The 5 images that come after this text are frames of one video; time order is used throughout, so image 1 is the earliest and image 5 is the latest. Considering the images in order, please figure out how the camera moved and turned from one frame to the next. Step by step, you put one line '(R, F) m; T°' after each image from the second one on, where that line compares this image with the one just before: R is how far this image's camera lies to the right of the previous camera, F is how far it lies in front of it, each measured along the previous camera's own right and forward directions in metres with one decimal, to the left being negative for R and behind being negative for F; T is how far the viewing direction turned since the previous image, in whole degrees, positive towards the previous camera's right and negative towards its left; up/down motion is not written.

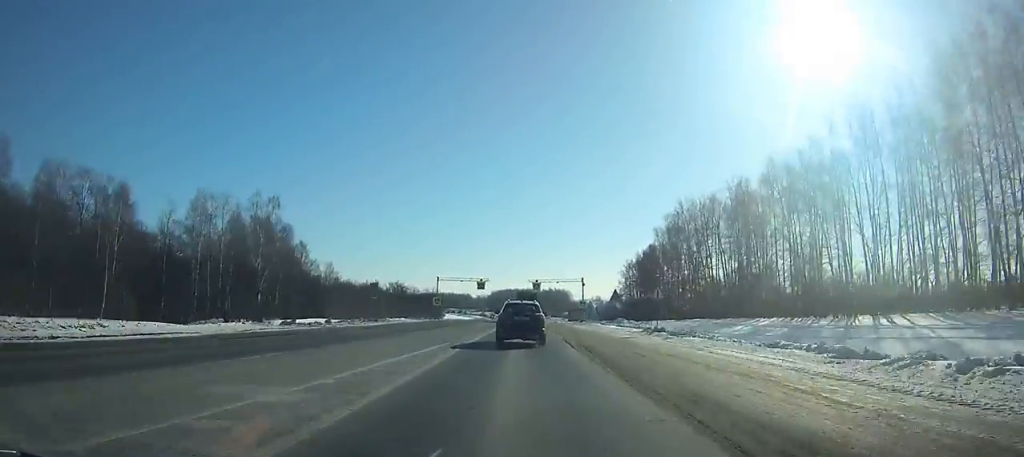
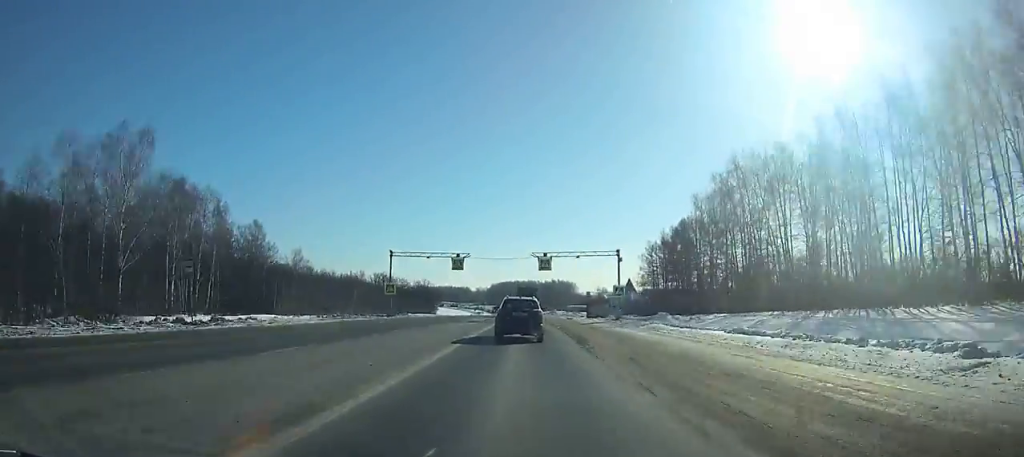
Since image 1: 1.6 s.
(+0.1, +35.3) m; 0°
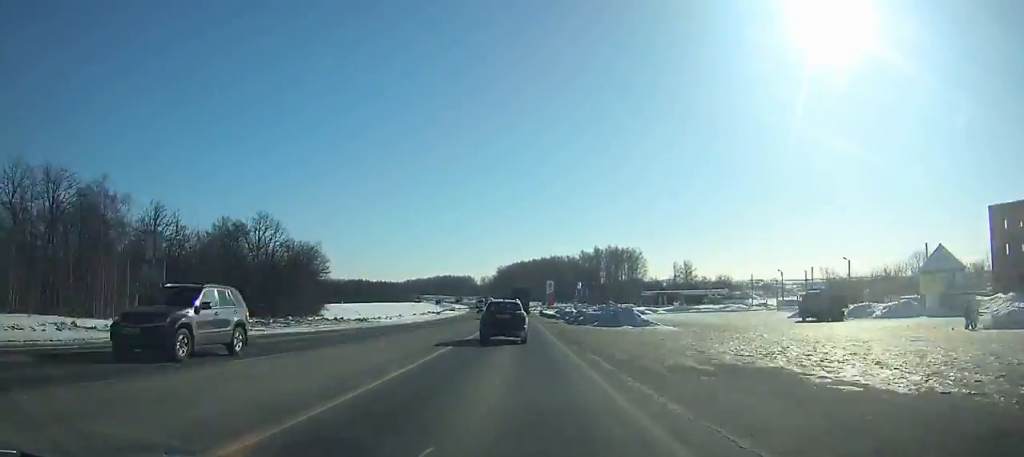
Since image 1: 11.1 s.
(-3.3, +210.8) m; -2°
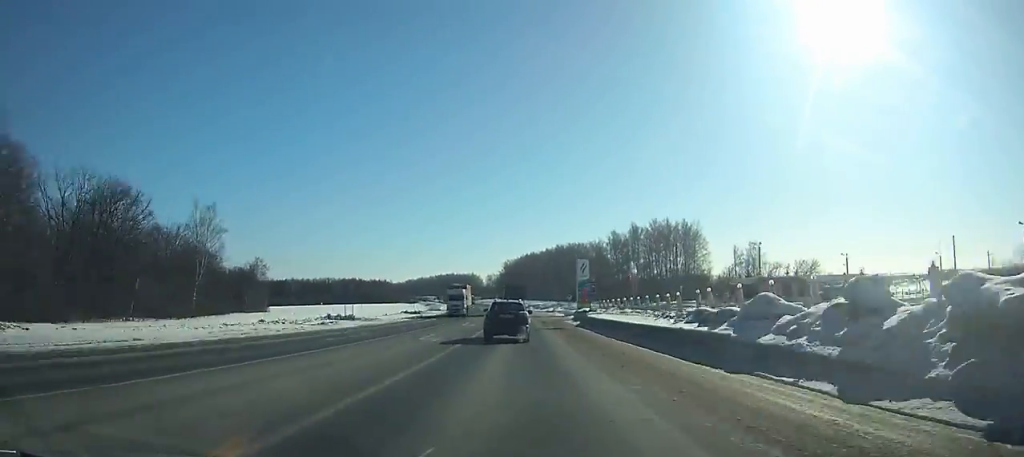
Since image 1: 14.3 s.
(-0.8, +71.4) m; -1°
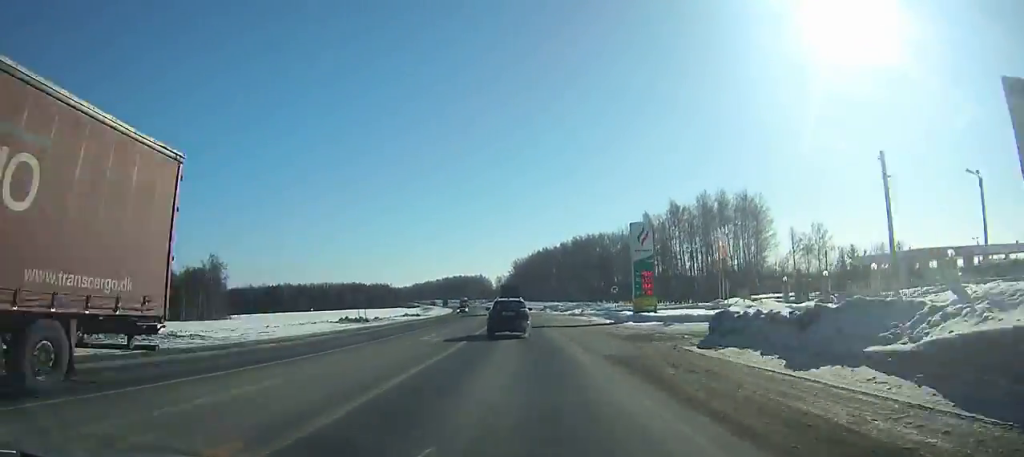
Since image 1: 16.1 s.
(-0.3, +40.6) m; -1°
